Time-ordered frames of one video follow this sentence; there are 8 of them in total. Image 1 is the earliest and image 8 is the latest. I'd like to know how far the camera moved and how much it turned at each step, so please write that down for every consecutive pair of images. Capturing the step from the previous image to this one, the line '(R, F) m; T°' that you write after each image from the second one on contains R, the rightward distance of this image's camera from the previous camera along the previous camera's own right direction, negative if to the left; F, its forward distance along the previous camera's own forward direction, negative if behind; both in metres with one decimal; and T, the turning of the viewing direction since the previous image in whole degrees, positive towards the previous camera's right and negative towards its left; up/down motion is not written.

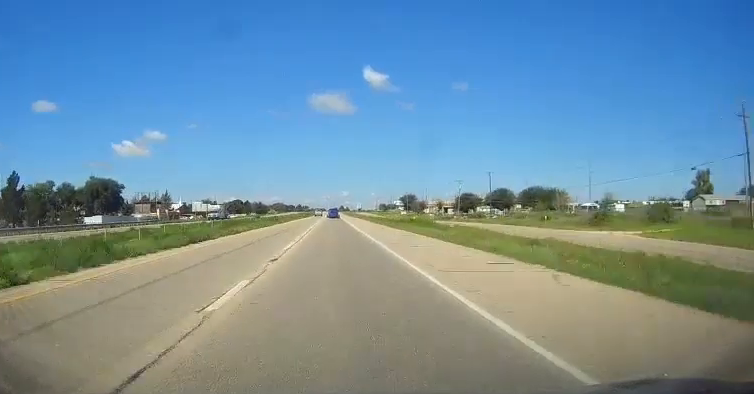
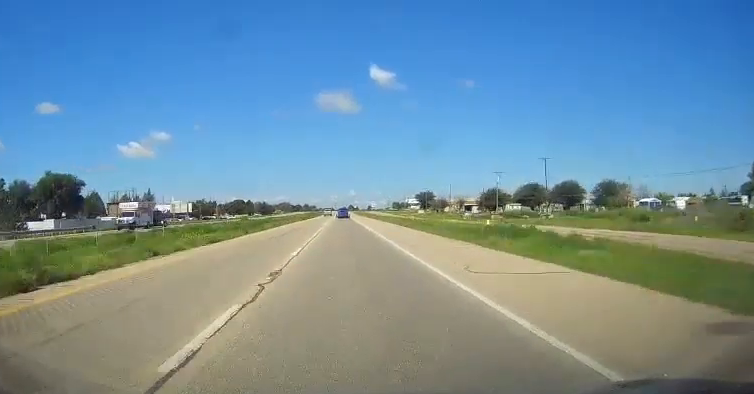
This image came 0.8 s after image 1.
(0.0, +27.2) m; 0°
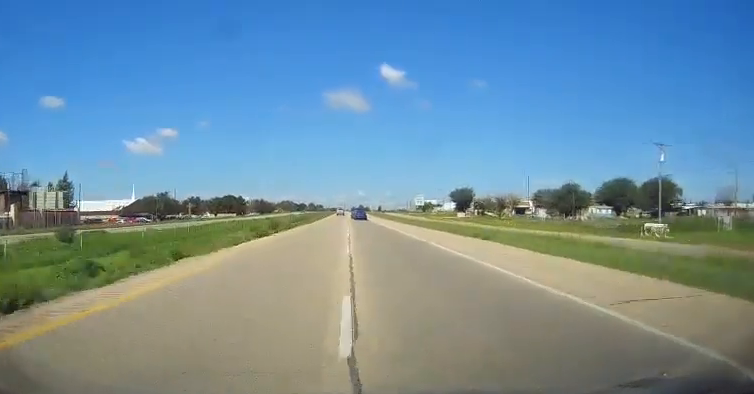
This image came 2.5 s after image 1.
(0.0, +60.6) m; 0°
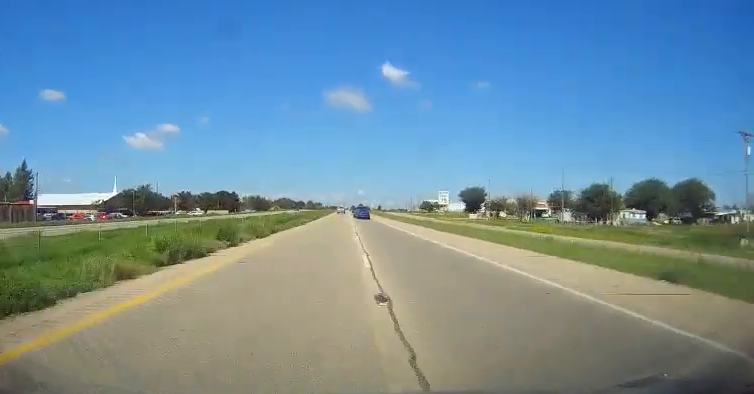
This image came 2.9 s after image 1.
(0.0, +16.7) m; 0°
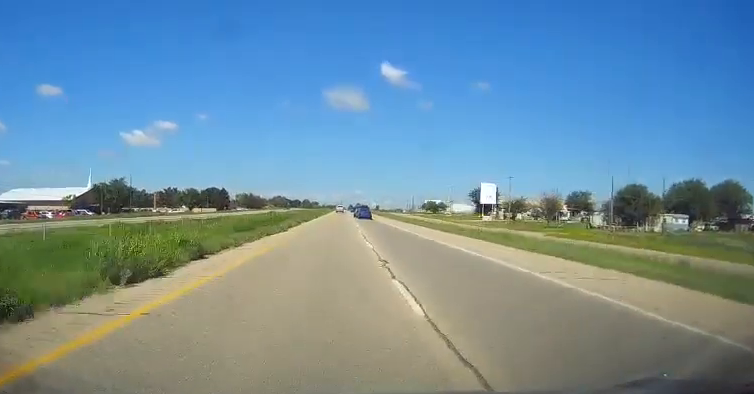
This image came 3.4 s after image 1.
(0.0, +17.9) m; 0°
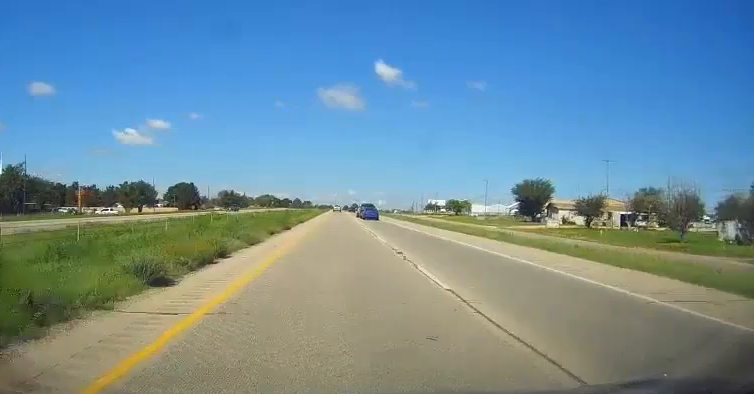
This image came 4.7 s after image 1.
(+0.2, +46.6) m; +1°
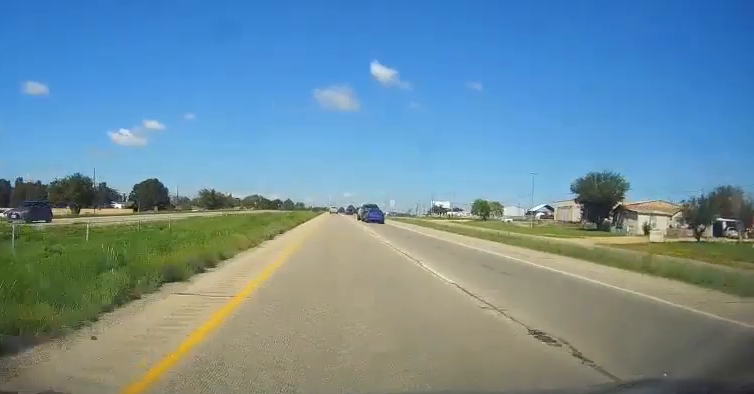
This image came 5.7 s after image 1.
(+0.4, +35.8) m; 0°
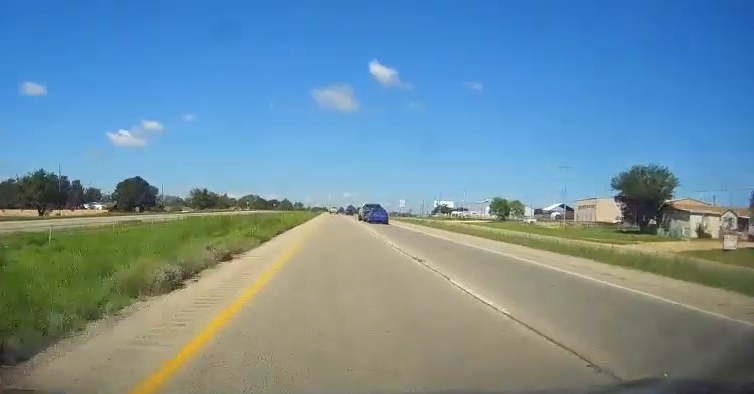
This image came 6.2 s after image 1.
(+0.2, +15.5) m; 0°
